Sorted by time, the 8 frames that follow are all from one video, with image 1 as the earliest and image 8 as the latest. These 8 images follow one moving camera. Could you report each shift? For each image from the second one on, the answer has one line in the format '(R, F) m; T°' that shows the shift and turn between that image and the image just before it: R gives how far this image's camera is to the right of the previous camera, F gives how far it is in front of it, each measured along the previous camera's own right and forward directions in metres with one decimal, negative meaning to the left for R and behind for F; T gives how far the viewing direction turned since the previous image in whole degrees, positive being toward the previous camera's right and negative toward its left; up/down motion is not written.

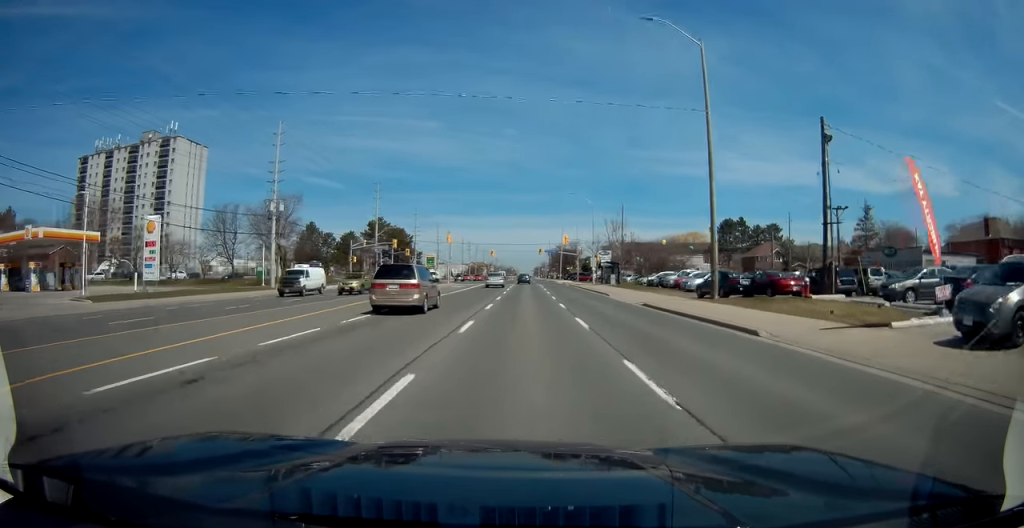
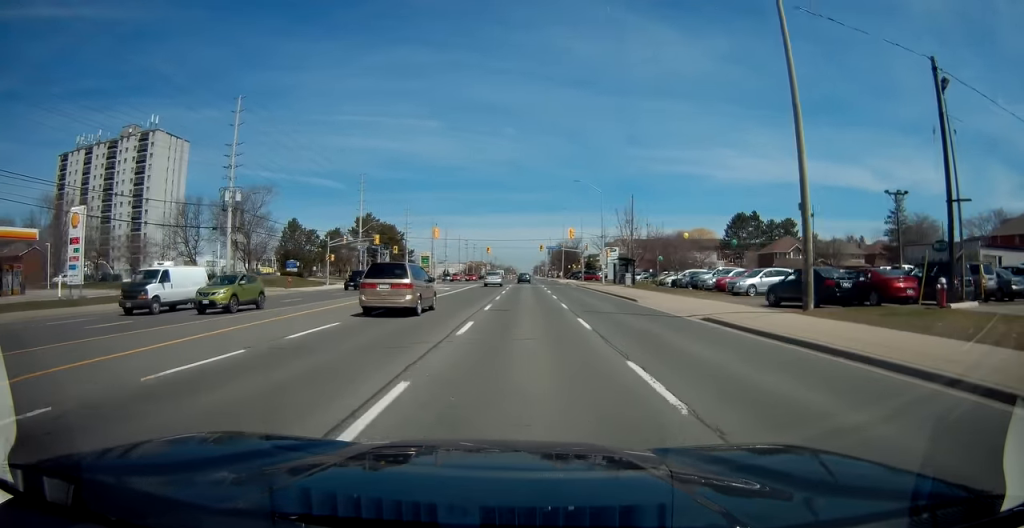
(0.0, +9.8) m; 0°
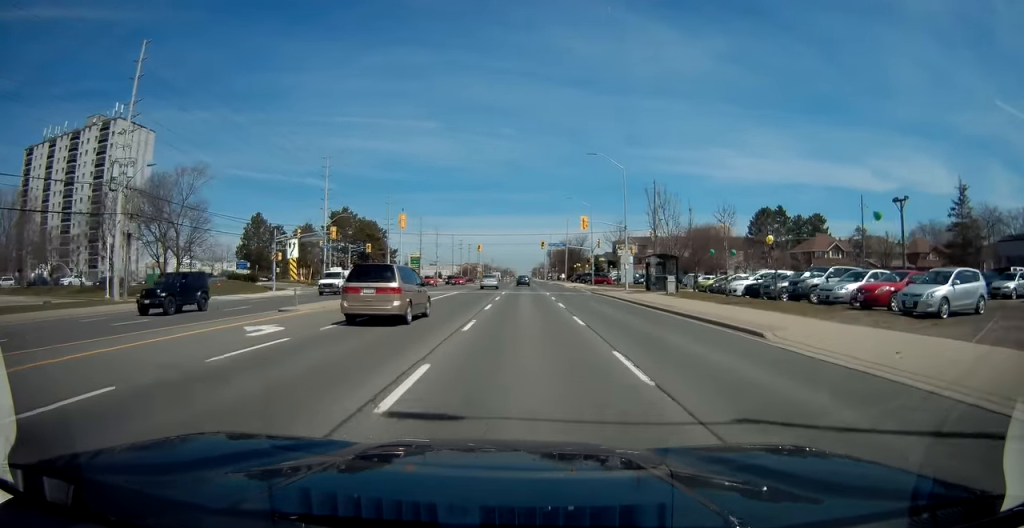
(0.0, +16.4) m; 0°
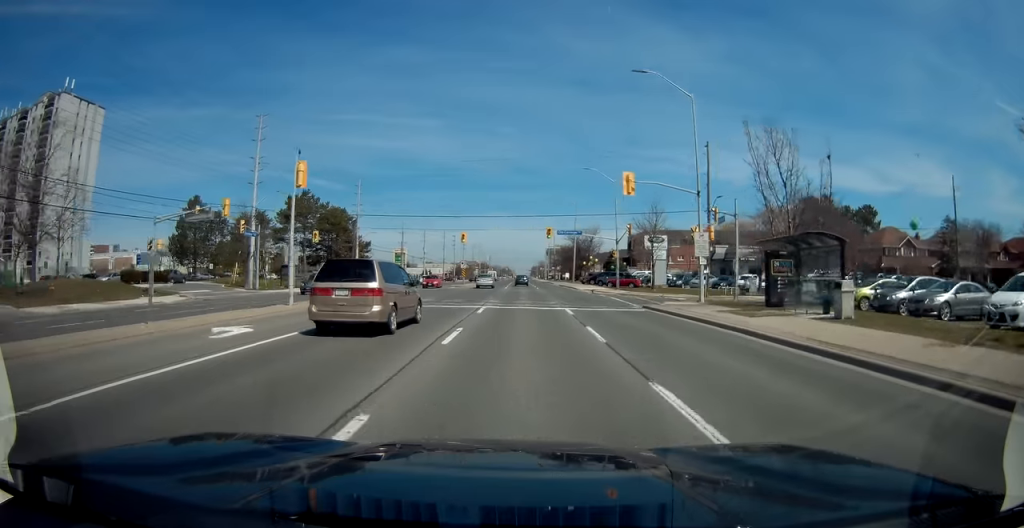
(+0.2, +21.5) m; +1°
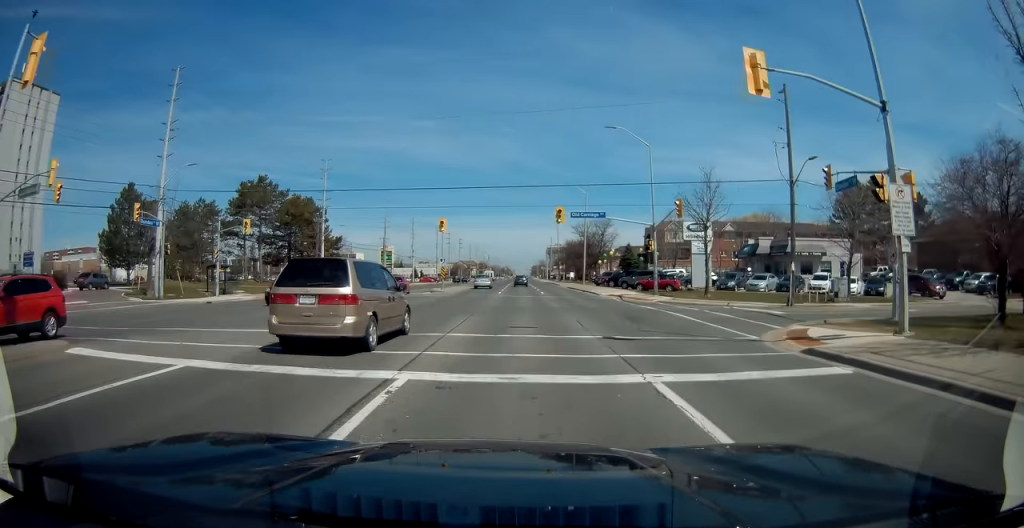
(+0.1, +16.6) m; 0°
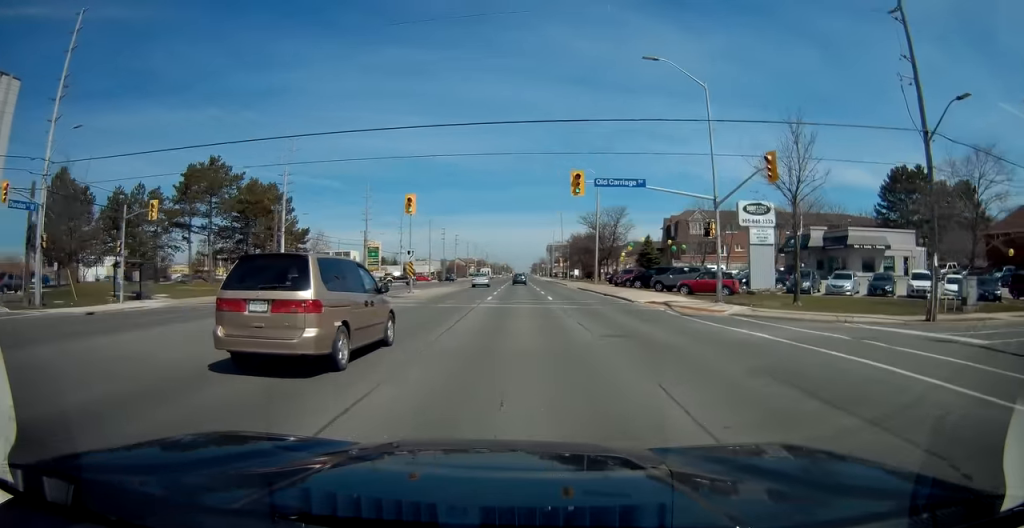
(-0.1, +13.6) m; 0°
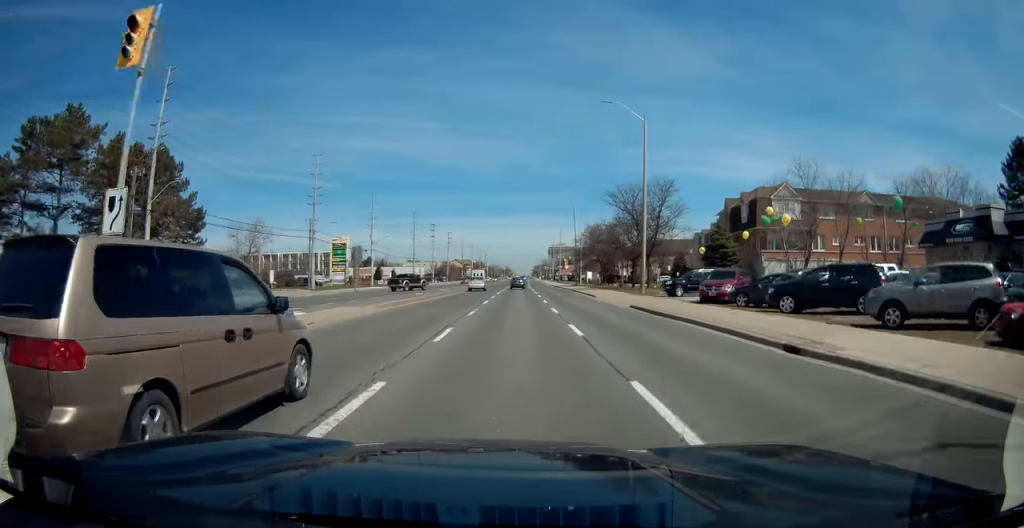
(+0.2, +26.8) m; 0°
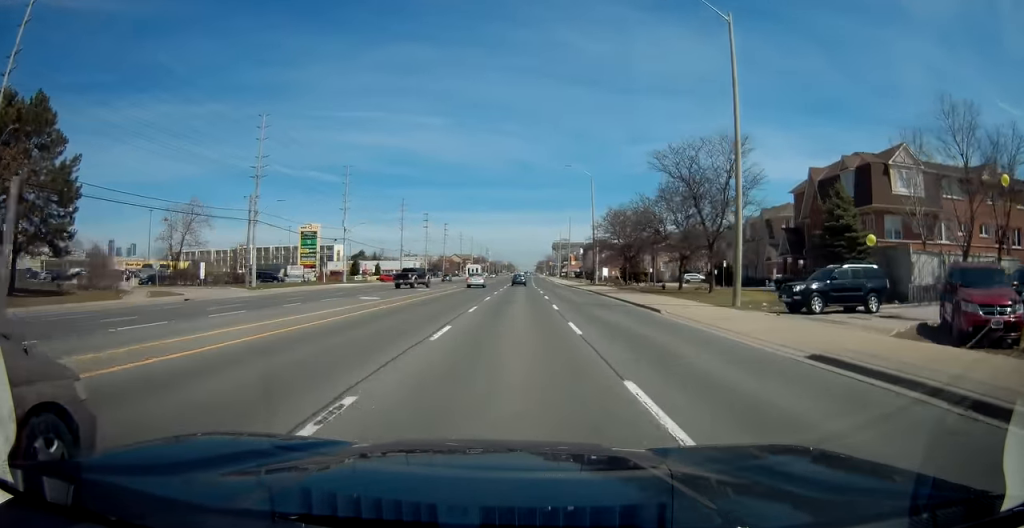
(-0.1, +18.5) m; 0°
